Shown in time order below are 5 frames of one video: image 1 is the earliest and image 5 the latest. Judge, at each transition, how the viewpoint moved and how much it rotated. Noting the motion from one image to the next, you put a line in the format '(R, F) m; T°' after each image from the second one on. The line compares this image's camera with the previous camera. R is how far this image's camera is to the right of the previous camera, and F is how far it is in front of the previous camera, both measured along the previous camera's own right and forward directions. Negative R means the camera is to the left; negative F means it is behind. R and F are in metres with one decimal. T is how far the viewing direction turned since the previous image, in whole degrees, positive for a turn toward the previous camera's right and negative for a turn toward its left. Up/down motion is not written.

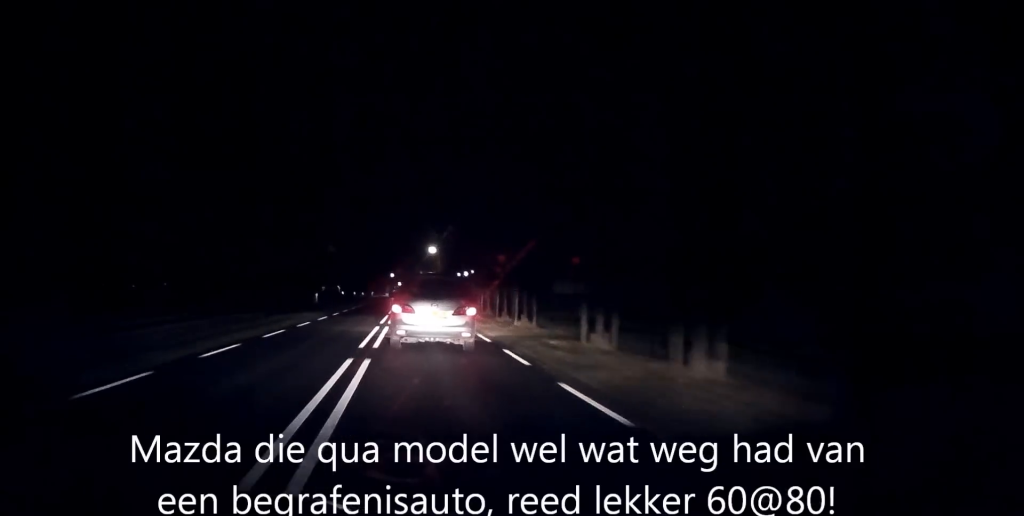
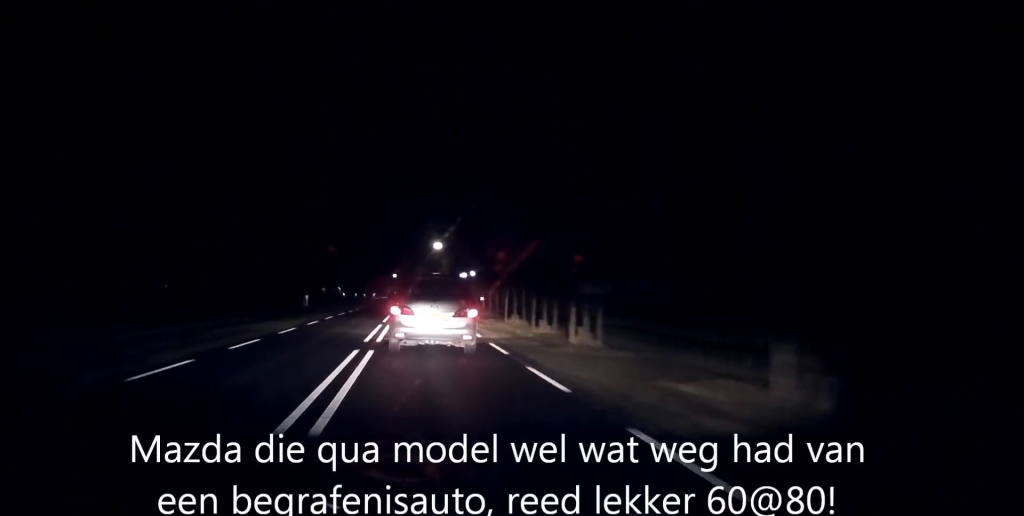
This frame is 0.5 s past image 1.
(+0.1, +9.8) m; 0°
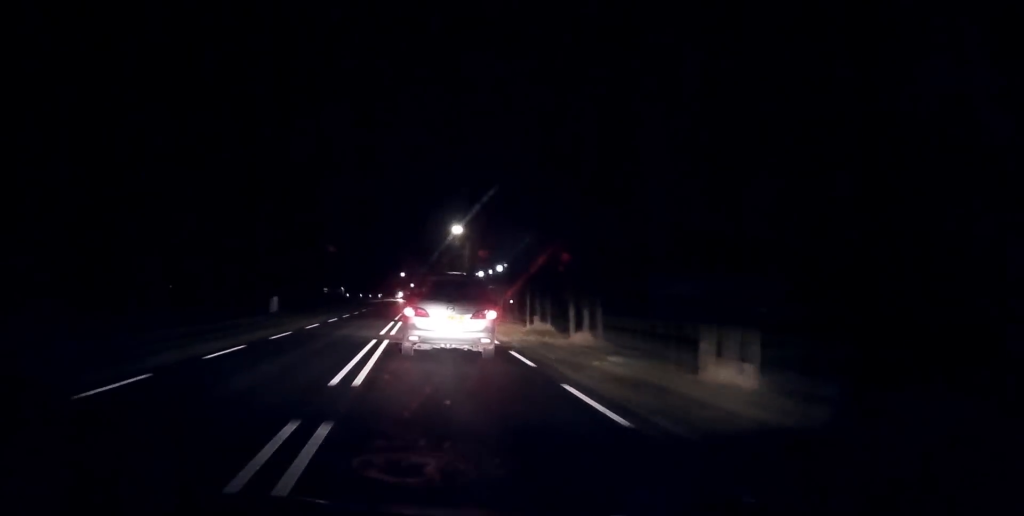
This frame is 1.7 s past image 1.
(0.0, +20.4) m; 0°
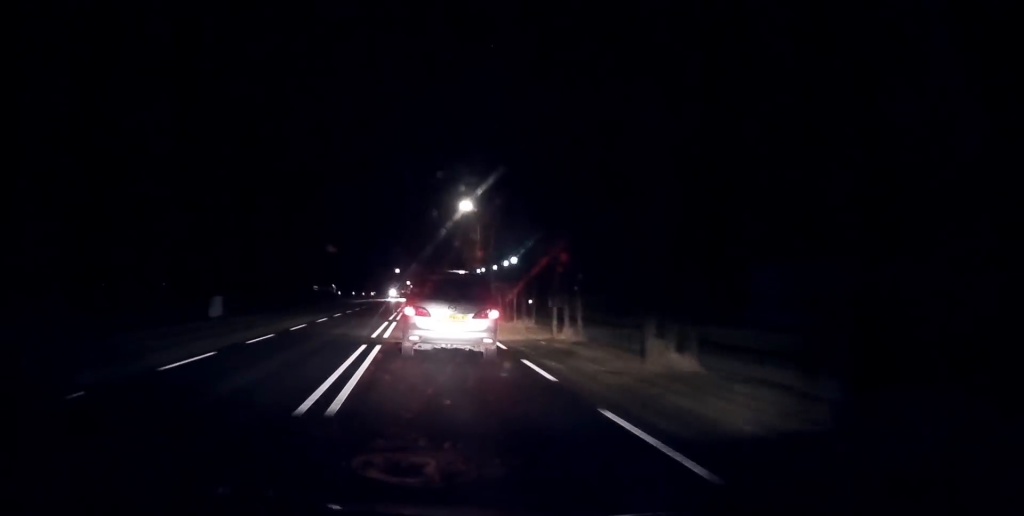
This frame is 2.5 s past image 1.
(0.0, +14.3) m; 0°
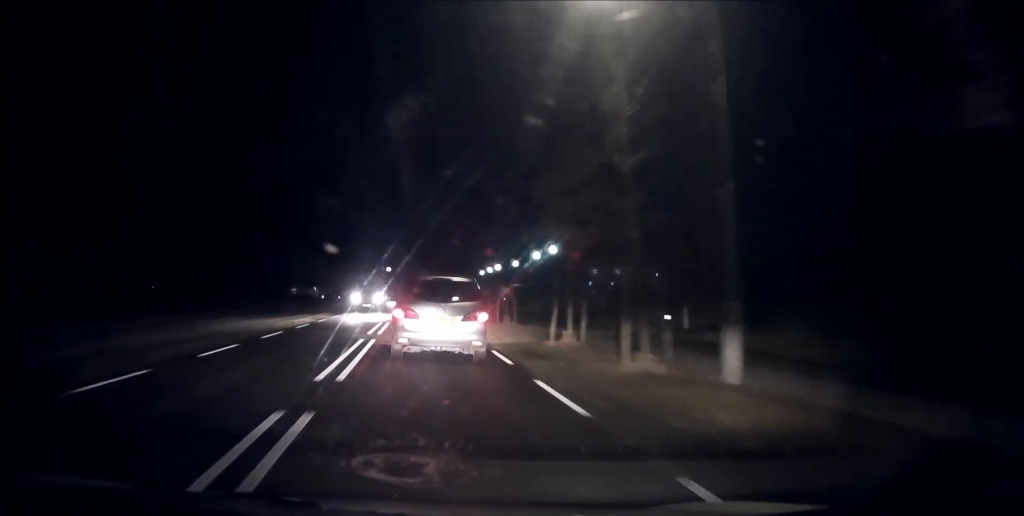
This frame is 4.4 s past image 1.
(+0.1, +33.4) m; +1°
